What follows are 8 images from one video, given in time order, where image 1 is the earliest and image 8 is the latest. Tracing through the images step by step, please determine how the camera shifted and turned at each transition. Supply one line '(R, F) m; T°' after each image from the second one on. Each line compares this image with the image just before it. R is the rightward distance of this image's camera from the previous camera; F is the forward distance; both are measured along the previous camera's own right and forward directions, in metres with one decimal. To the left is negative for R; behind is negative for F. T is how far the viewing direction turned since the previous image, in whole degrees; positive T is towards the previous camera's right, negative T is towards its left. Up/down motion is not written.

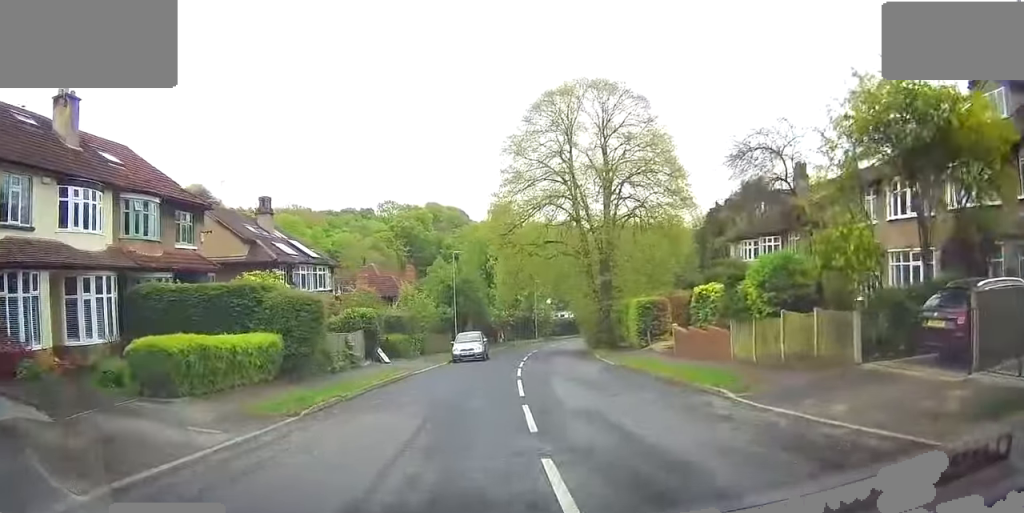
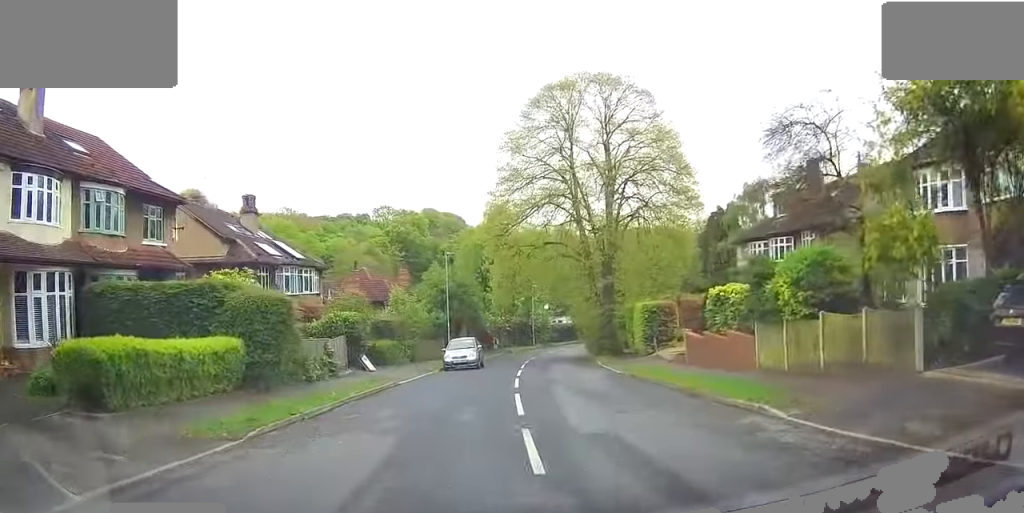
(0.0, +2.5) m; 0°
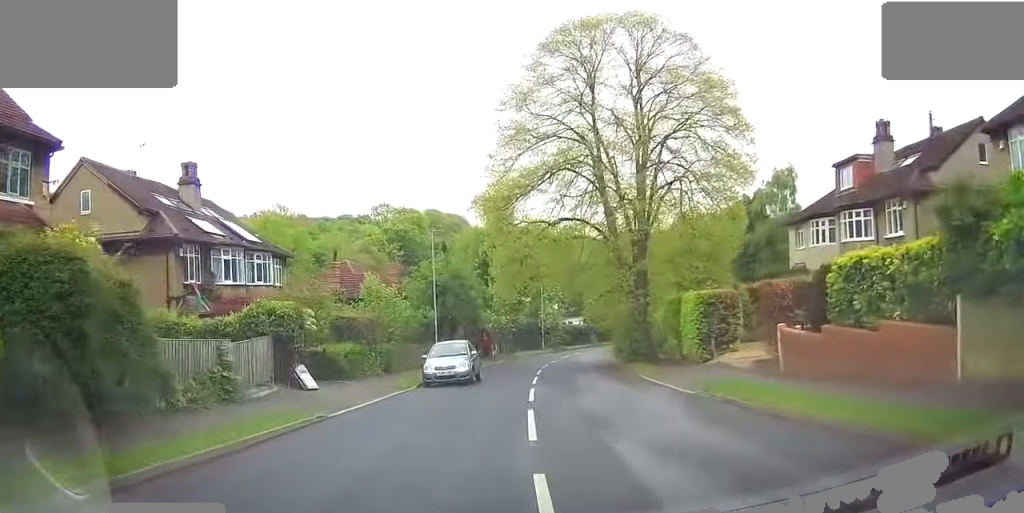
(0.0, +9.2) m; 0°
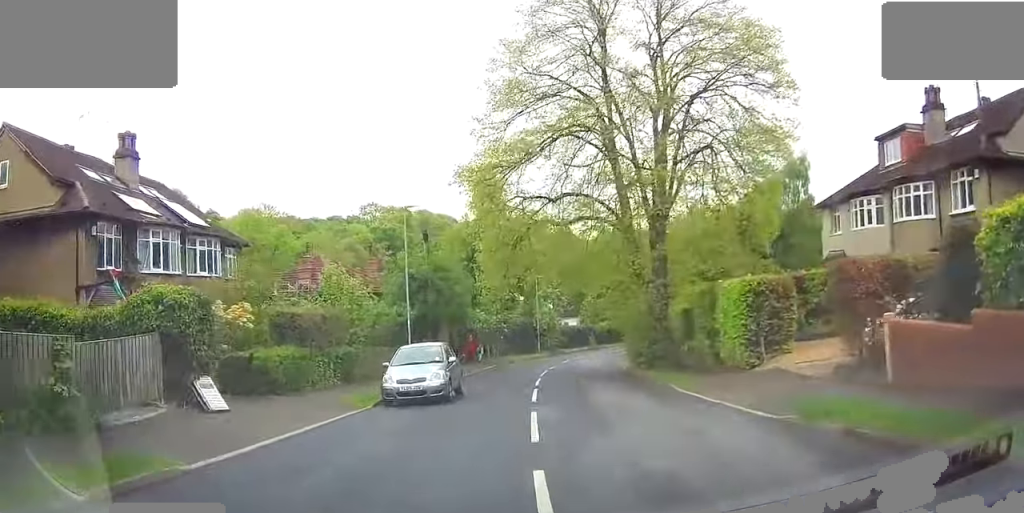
(0.0, +5.9) m; +3°
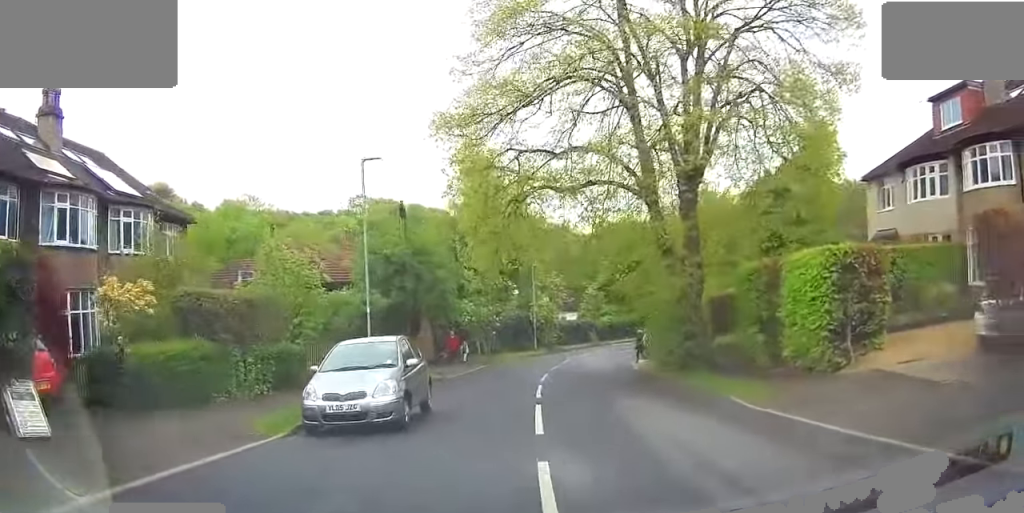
(+0.2, +5.9) m; +1°
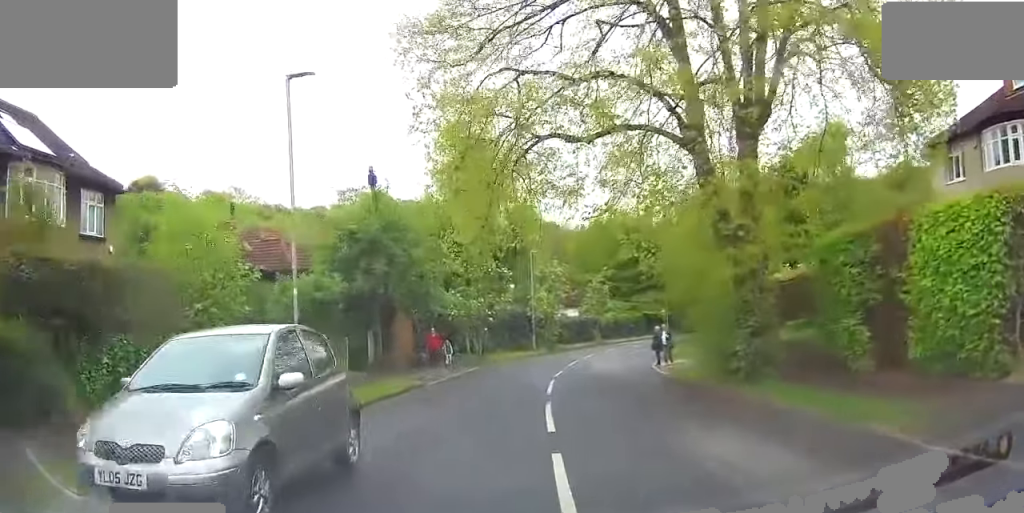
(+0.1, +5.9) m; -1°
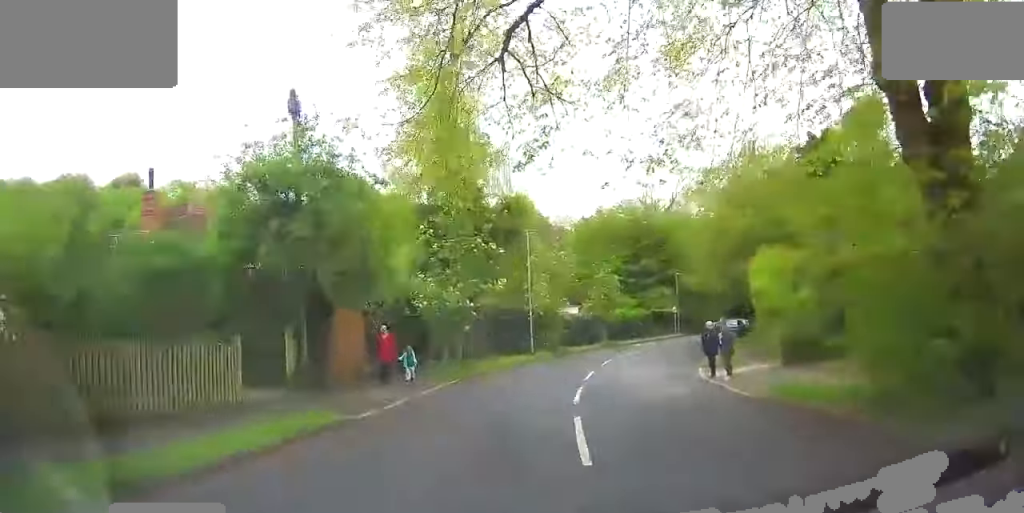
(-0.5, +8.6) m; -5°
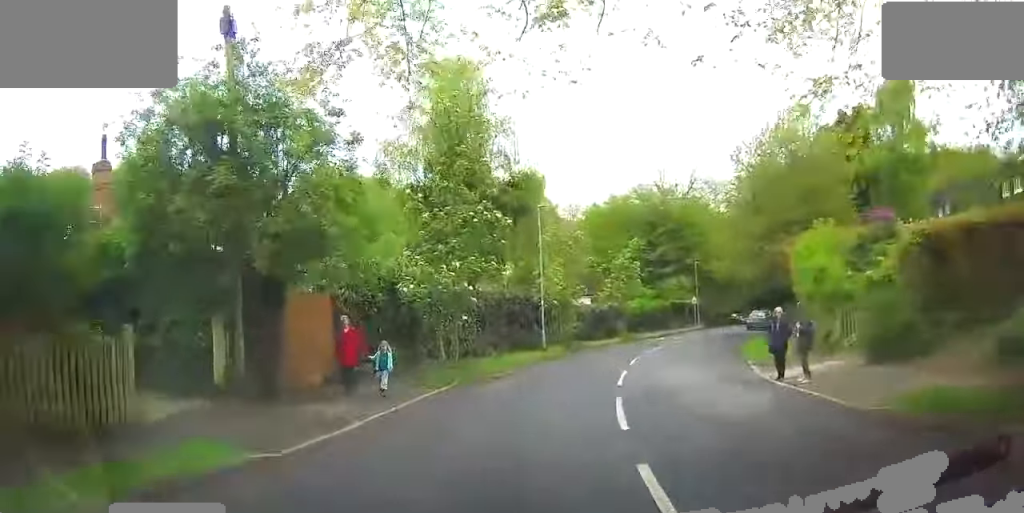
(0.0, +4.7) m; -2°
